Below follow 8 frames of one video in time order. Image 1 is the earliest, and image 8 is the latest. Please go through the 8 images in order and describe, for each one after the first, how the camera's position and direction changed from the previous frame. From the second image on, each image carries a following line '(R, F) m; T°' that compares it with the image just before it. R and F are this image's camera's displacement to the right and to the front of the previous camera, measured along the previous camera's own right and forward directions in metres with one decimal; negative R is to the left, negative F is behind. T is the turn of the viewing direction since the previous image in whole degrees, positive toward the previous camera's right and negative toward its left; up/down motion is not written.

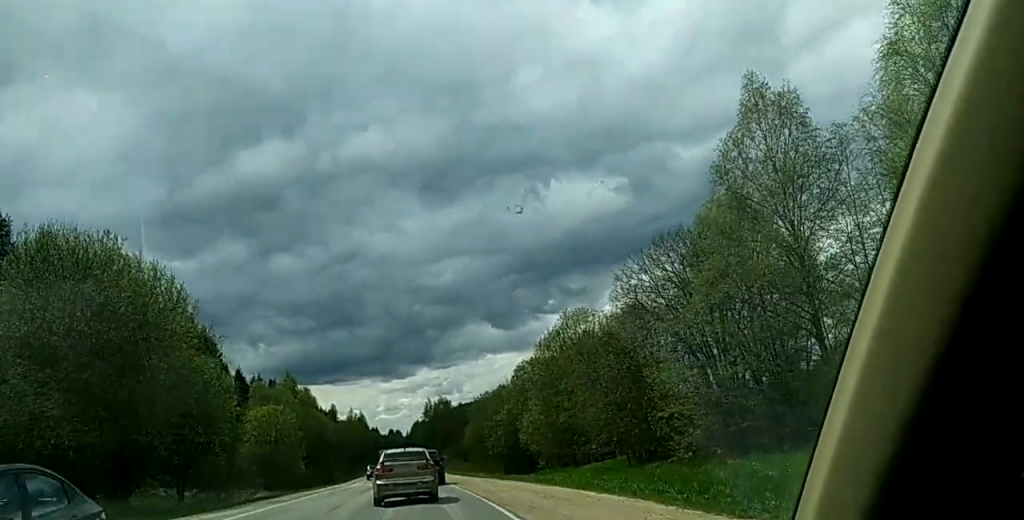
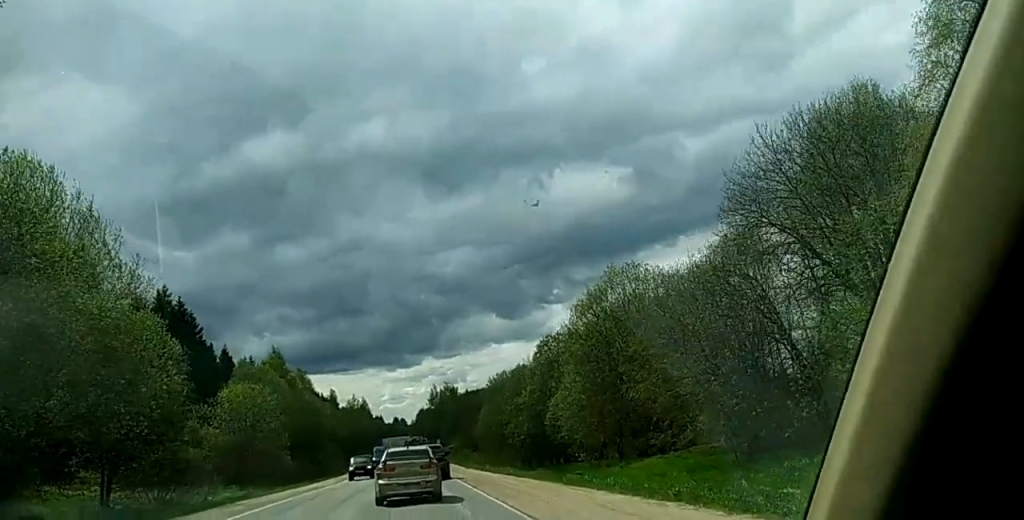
(-0.2, +15.1) m; -1°
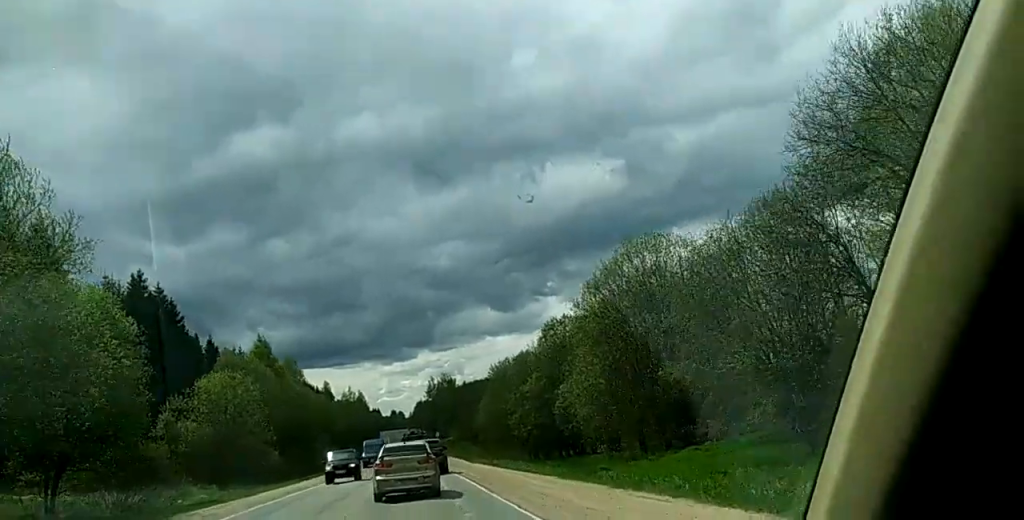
(0.0, +6.0) m; 0°
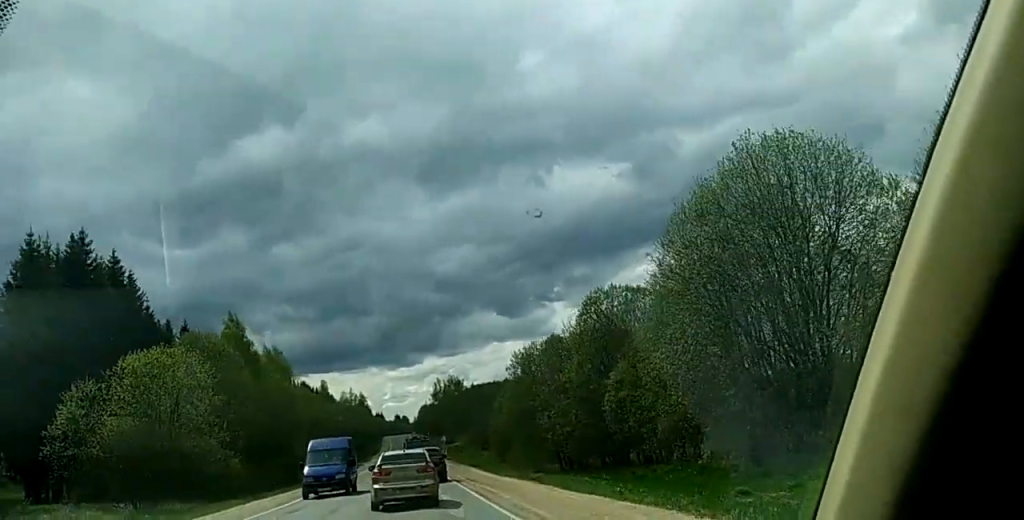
(+0.1, +15.9) m; -3°
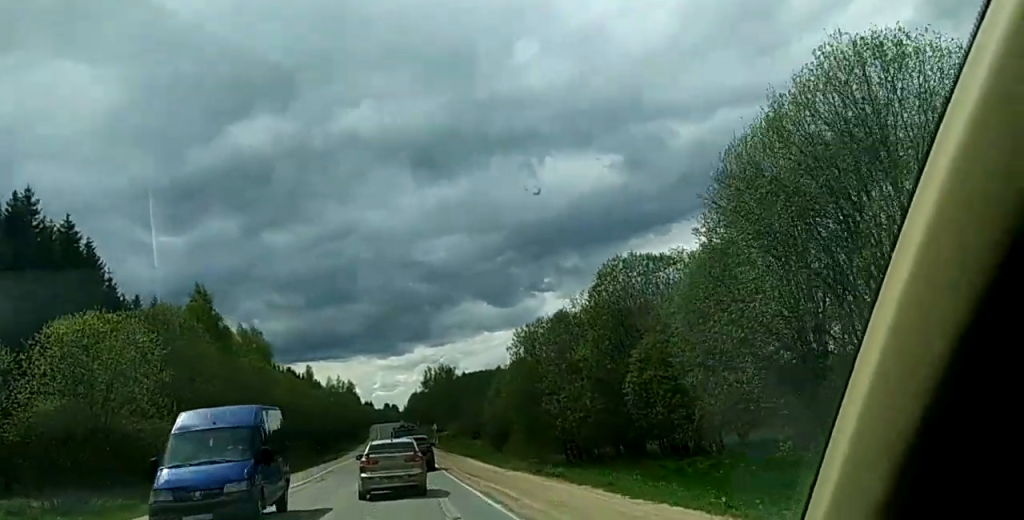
(-0.4, +8.0) m; 0°
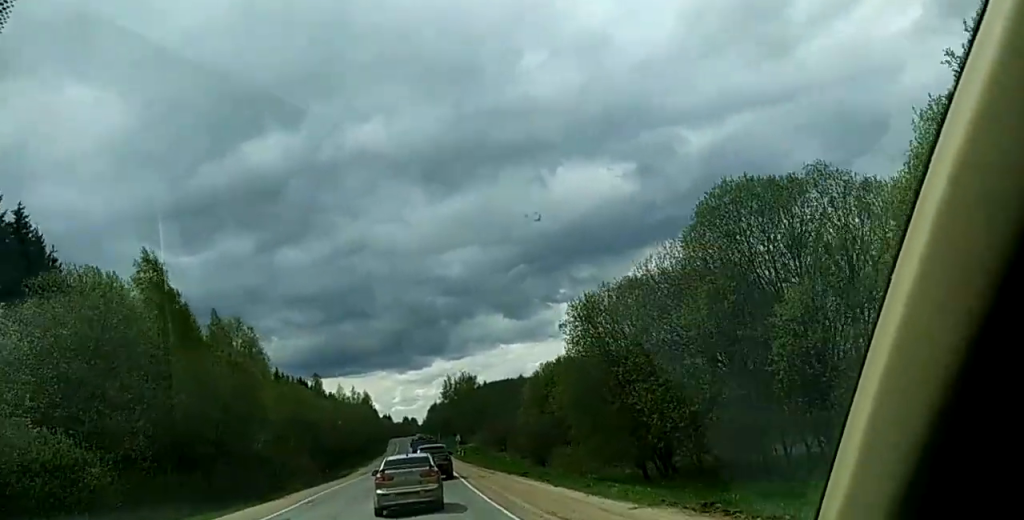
(0.0, +17.1) m; +1°
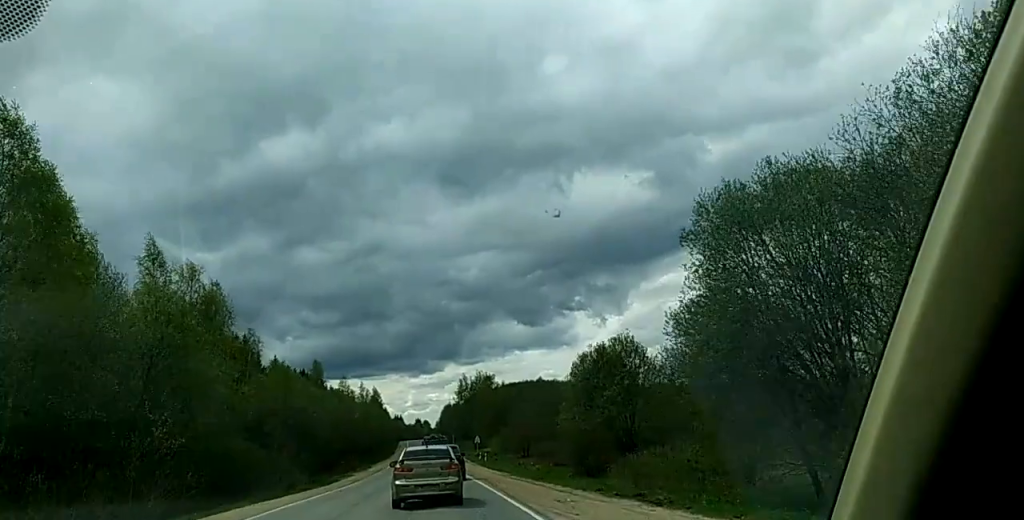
(-0.2, +20.6) m; -1°
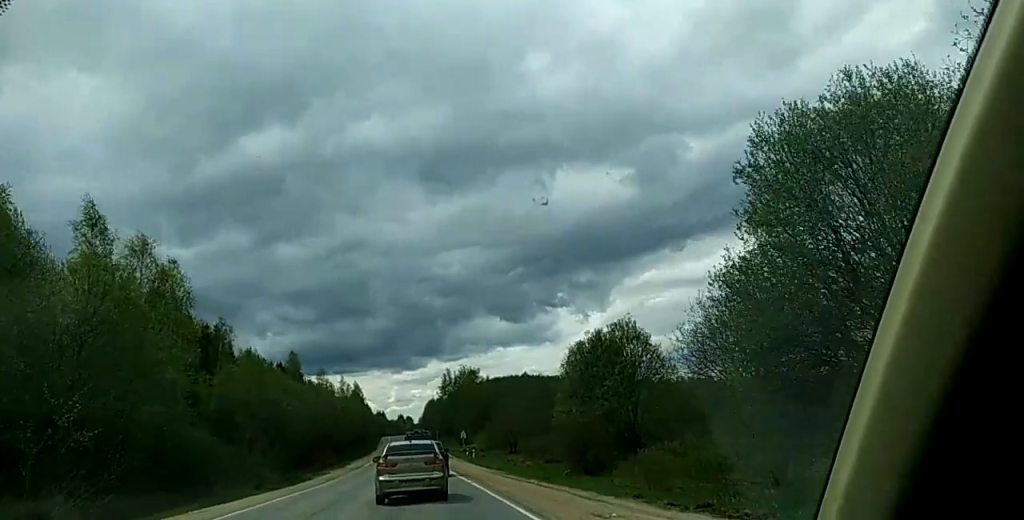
(+0.1, +6.1) m; +1°
